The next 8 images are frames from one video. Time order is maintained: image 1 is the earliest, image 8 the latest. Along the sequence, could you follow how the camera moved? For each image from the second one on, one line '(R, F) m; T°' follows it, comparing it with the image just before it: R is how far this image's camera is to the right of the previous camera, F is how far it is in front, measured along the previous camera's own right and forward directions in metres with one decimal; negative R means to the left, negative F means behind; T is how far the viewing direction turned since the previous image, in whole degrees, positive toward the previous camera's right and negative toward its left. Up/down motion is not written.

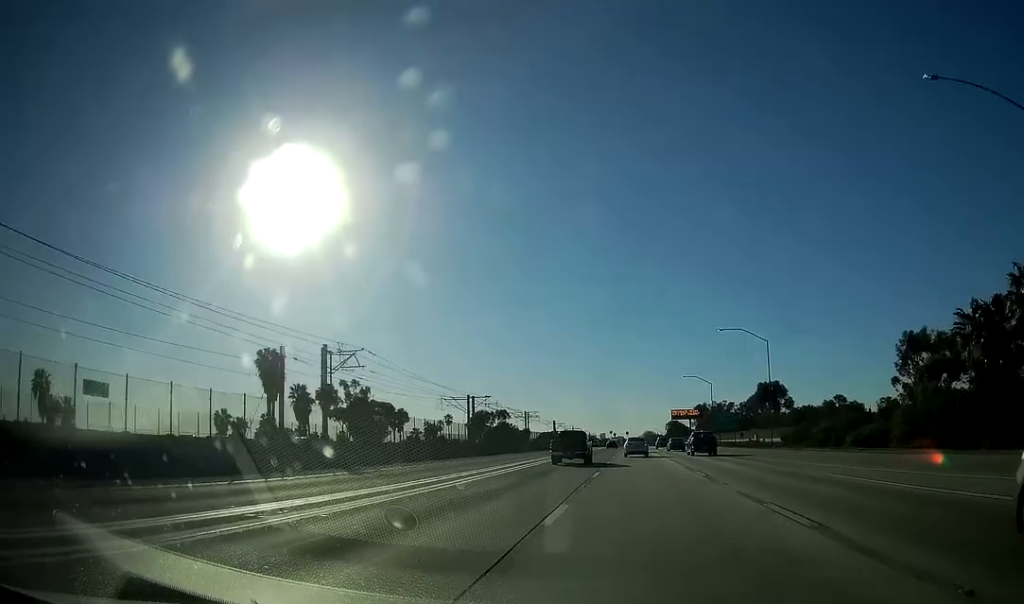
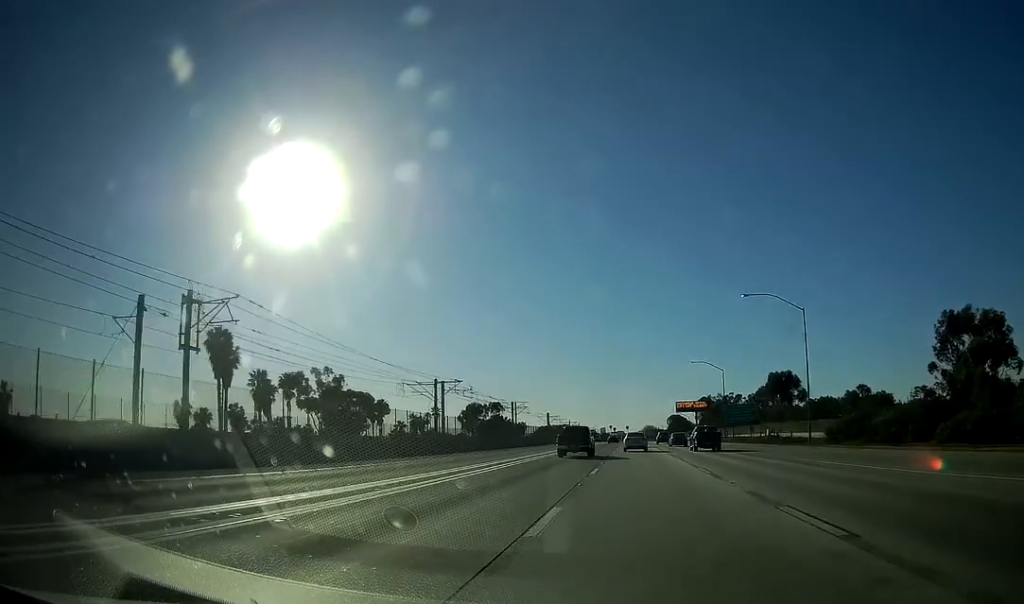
(0.0, +16.7) m; 0°
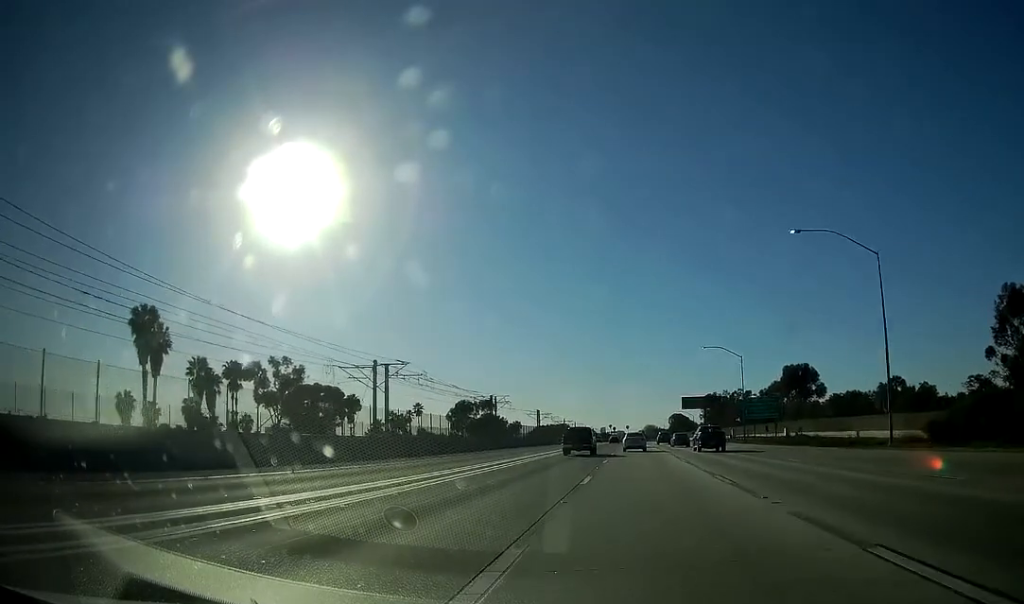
(-0.2, +19.6) m; 0°
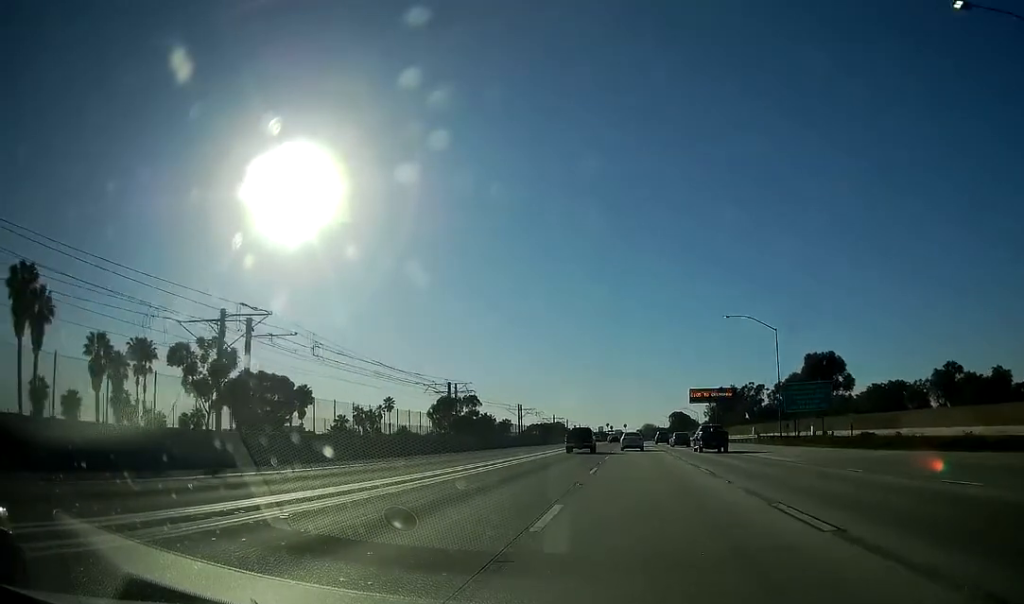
(+0.1, +23.5) m; 0°
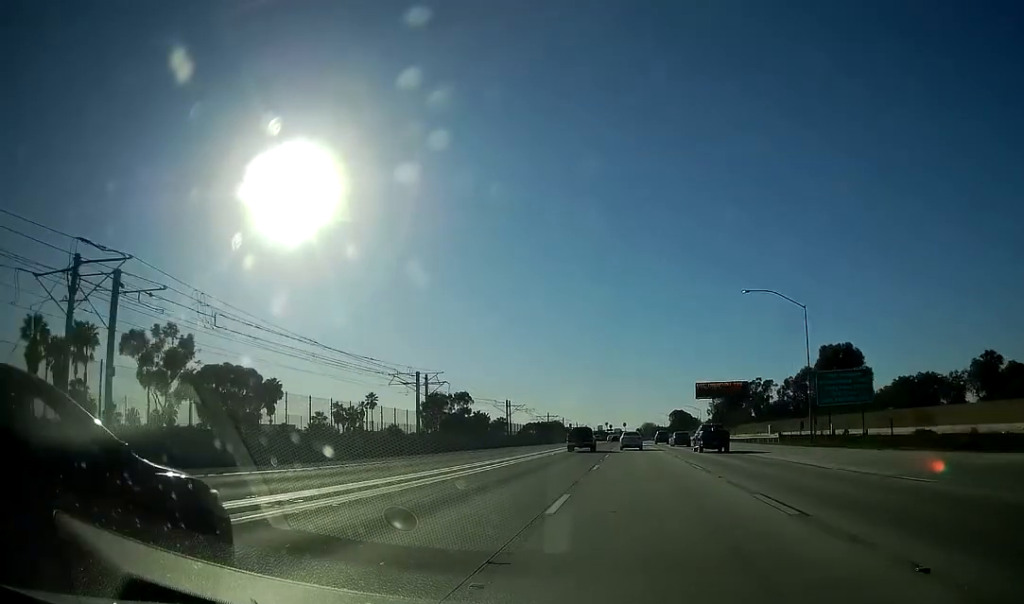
(0.0, +13.1) m; 0°
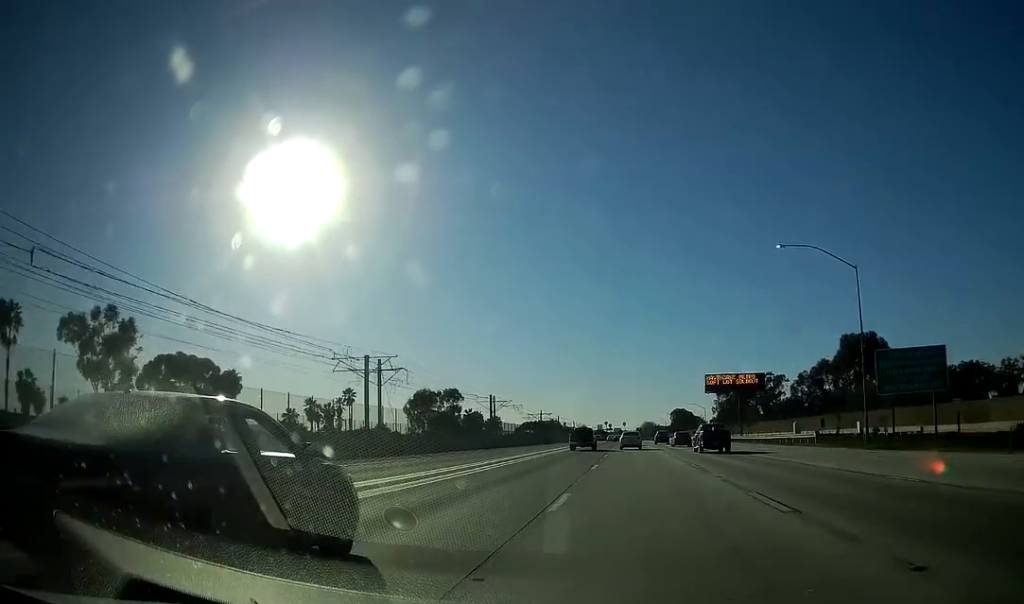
(0.0, +14.0) m; 0°
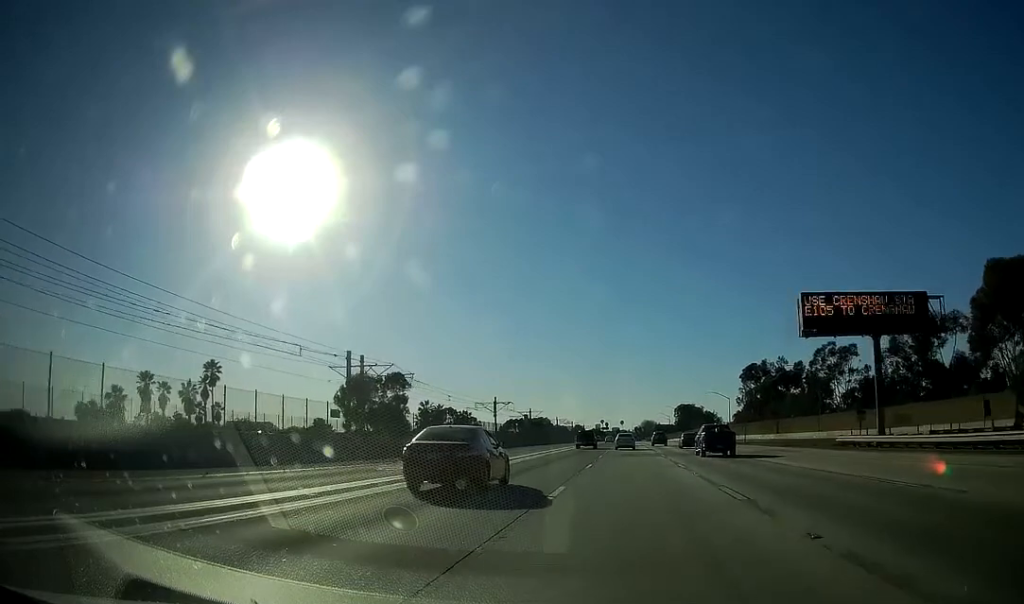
(-0.2, +56.6) m; 0°
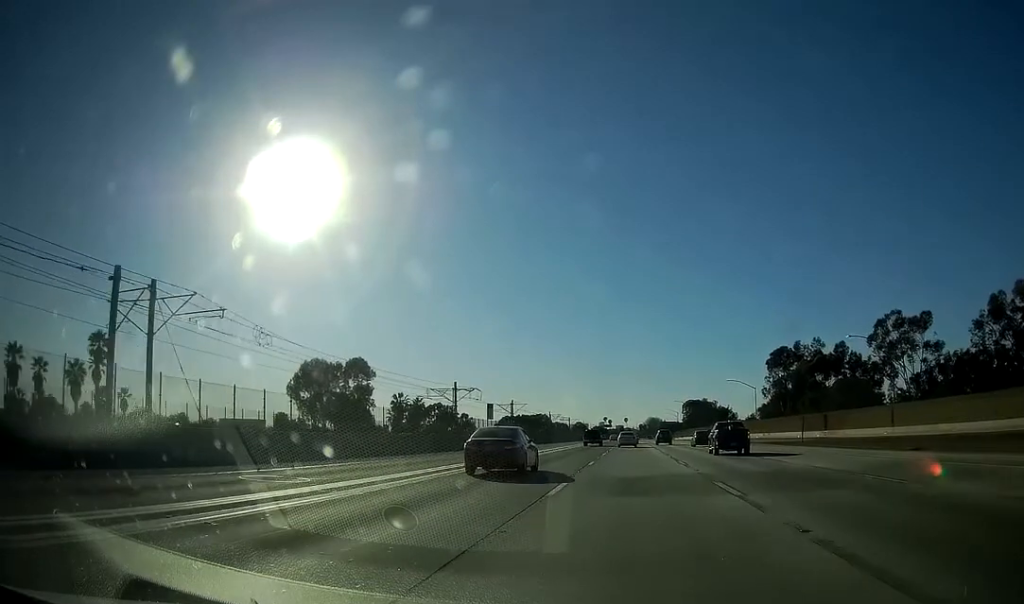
(-0.1, +28.4) m; 0°
